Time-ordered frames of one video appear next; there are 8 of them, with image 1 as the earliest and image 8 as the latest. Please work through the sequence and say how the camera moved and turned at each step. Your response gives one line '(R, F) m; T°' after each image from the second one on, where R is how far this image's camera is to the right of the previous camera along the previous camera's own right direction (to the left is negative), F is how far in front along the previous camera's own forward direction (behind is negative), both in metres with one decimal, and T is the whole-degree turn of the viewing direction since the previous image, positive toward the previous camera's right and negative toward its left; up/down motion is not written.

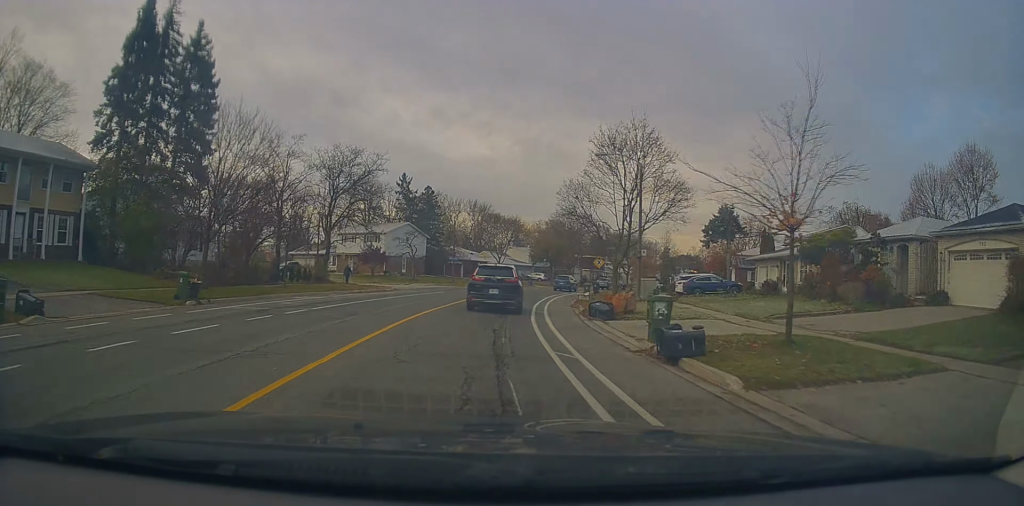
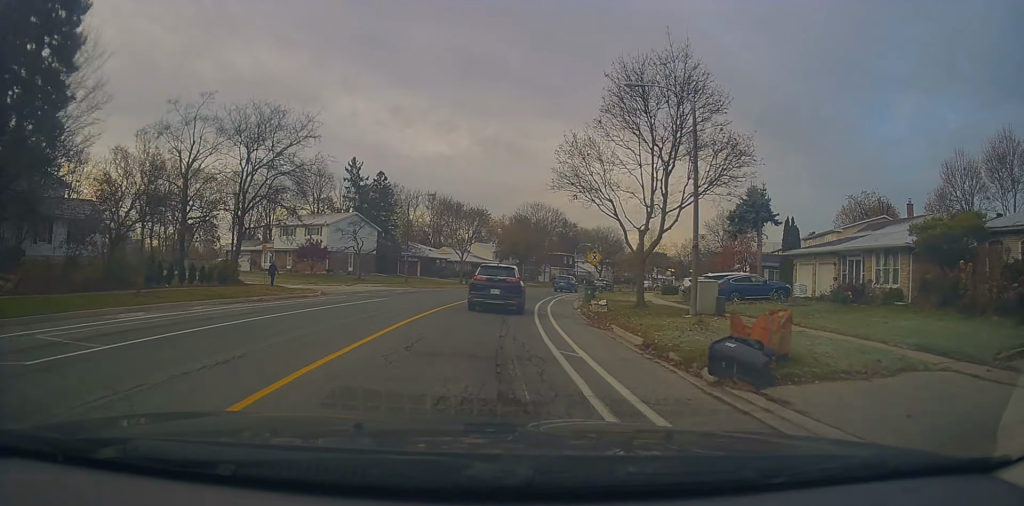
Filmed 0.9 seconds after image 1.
(+0.4, +11.2) m; +3°
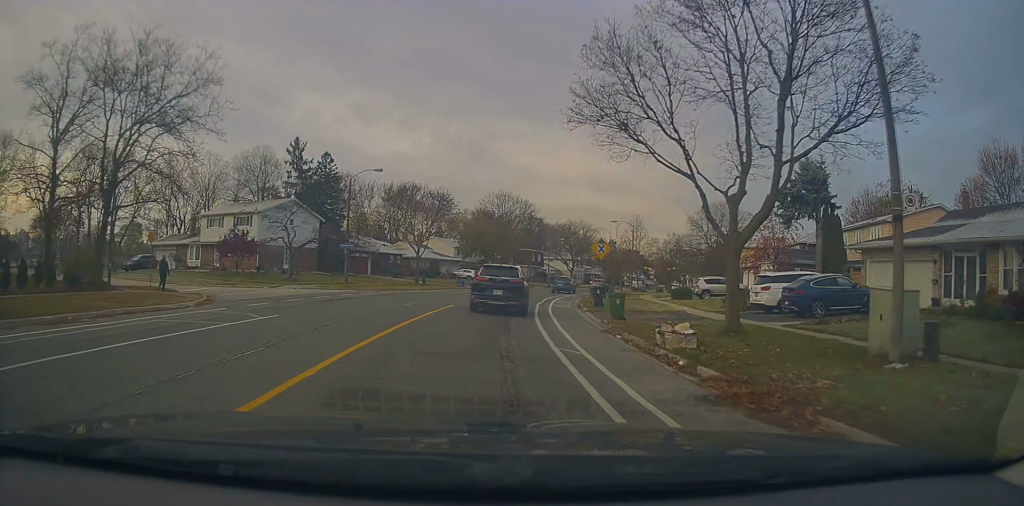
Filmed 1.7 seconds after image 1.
(+0.3, +11.0) m; +3°
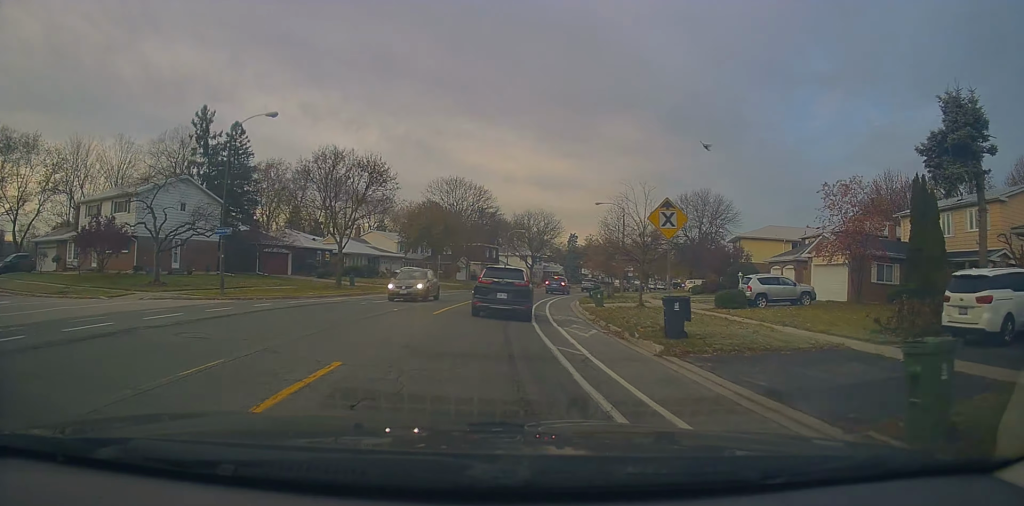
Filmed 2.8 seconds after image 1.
(+0.5, +14.0) m; +4°
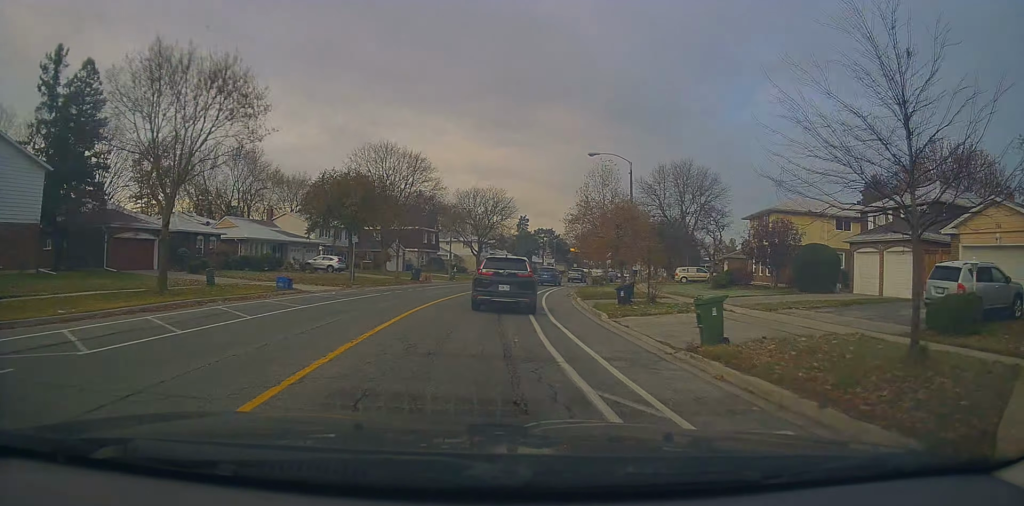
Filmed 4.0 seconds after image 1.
(+0.8, +17.3) m; +6°
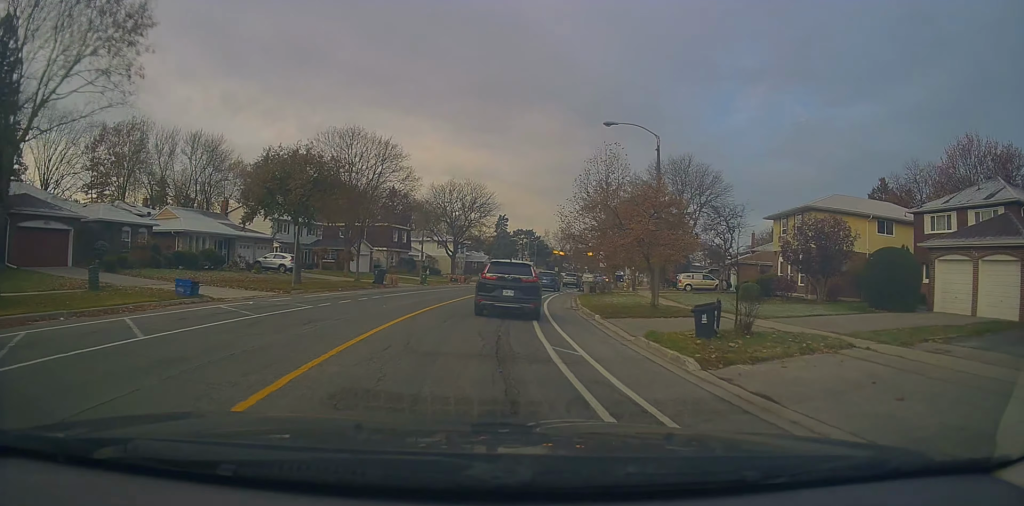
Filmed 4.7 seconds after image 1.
(+0.1, +8.1) m; +3°
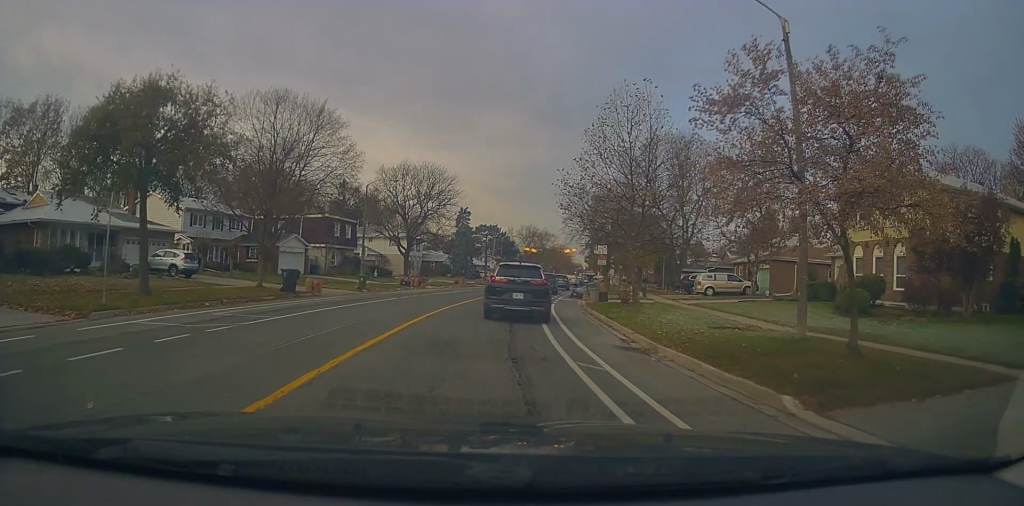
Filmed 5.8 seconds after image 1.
(+0.8, +14.1) m; +5°
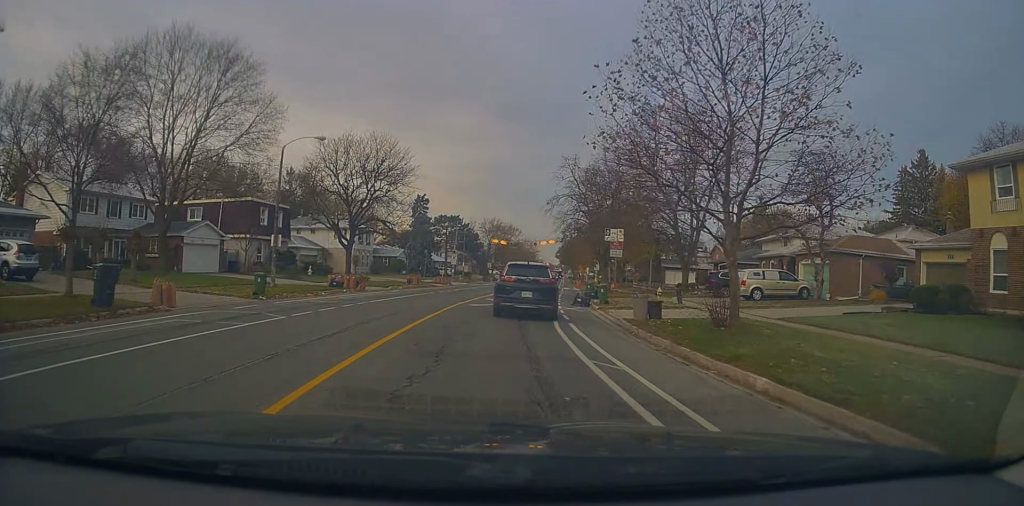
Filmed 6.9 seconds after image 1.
(+0.5, +13.3) m; +6°
